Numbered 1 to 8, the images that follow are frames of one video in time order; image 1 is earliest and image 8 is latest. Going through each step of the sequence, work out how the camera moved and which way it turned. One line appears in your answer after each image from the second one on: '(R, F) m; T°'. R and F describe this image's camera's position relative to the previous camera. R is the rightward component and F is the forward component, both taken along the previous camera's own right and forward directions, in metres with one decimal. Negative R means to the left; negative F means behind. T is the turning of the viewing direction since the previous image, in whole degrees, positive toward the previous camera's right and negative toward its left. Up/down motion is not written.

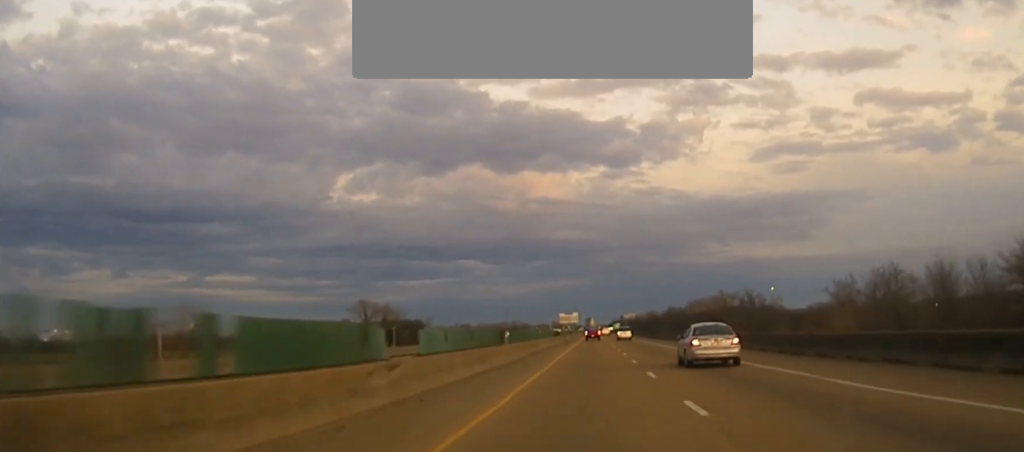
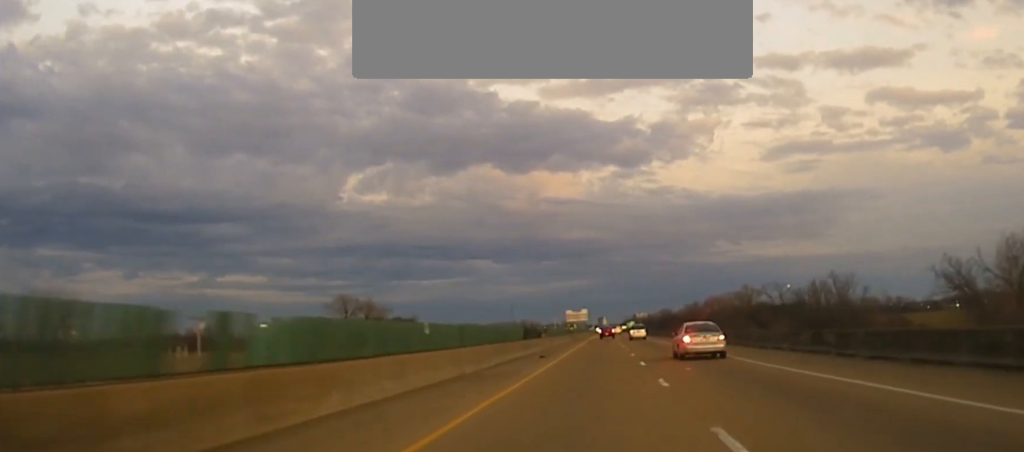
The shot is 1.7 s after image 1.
(-0.3, +53.2) m; -1°
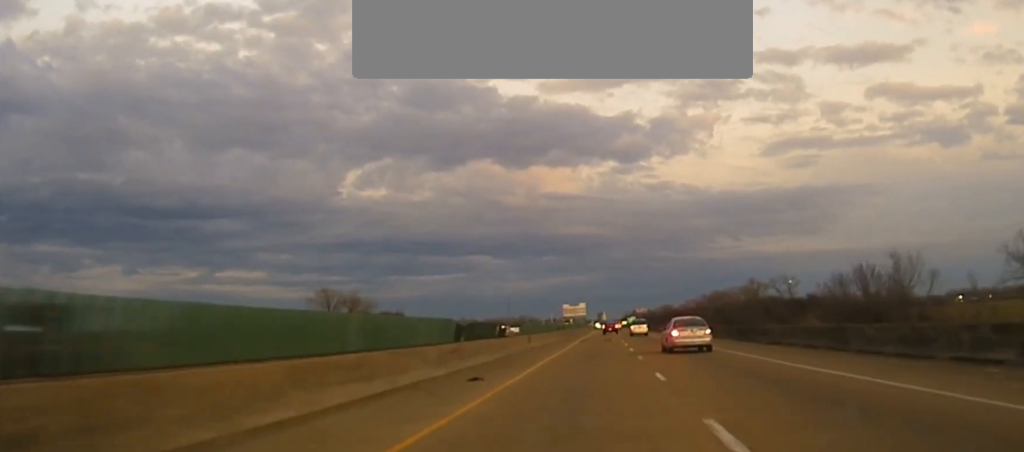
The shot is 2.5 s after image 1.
(-0.2, +23.4) m; 0°
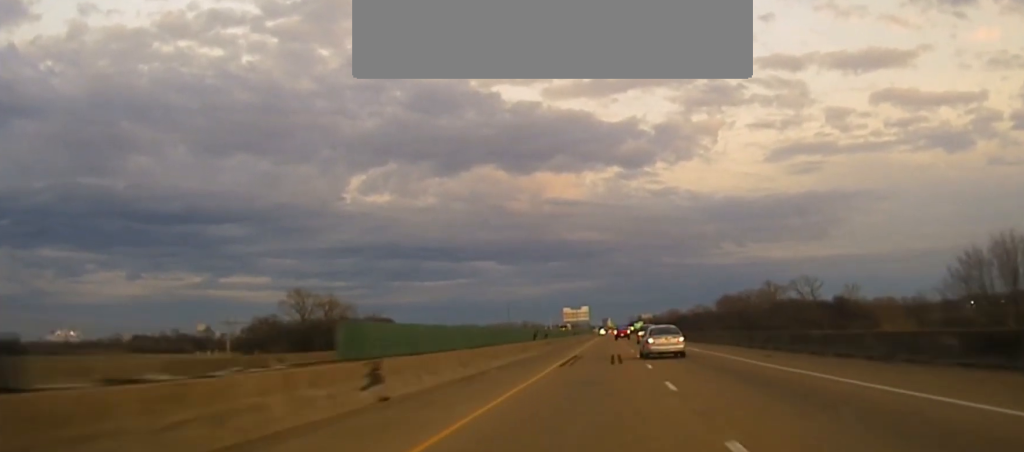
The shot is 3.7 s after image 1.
(+0.3, +40.1) m; 0°
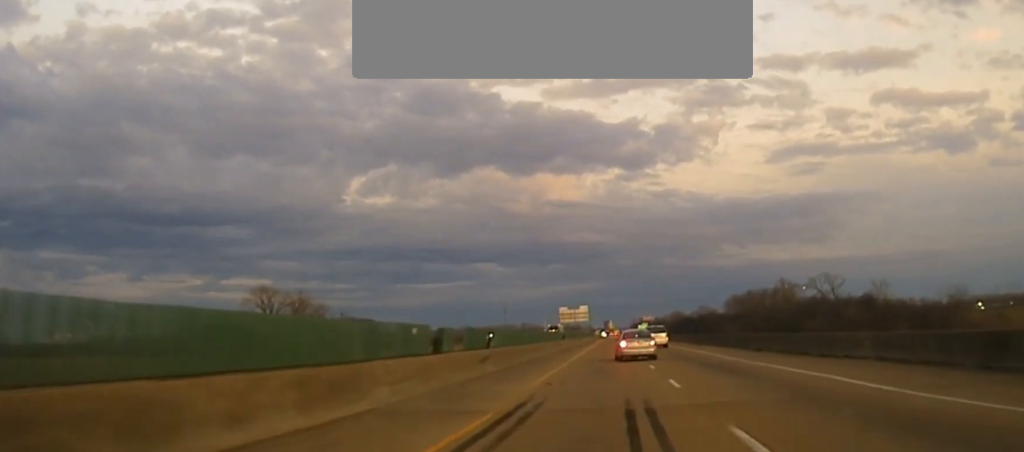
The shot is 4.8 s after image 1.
(-0.3, +35.5) m; 0°
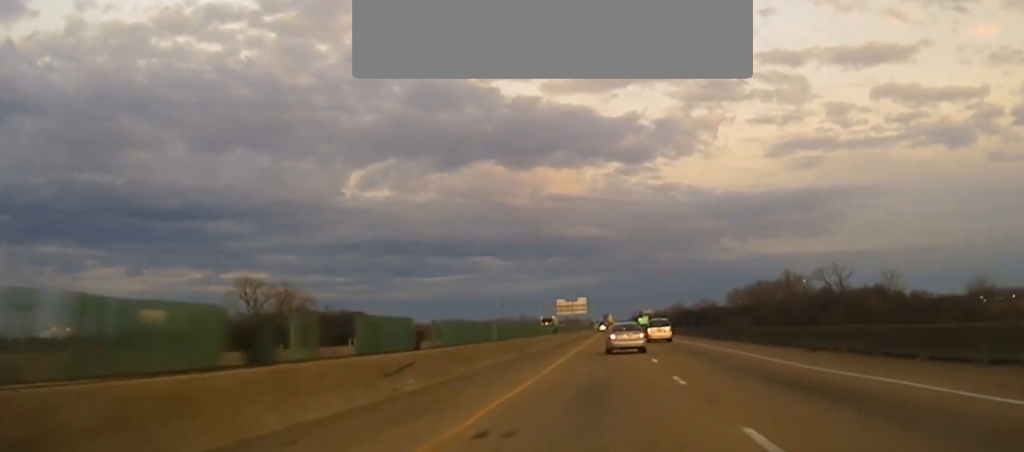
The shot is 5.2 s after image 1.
(-0.1, +13.5) m; 0°
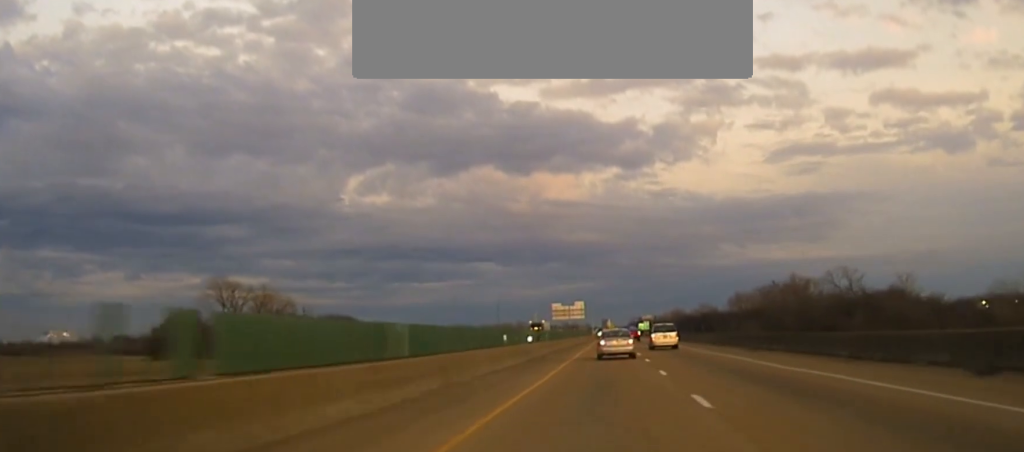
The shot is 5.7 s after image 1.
(+0.2, +17.2) m; 0°
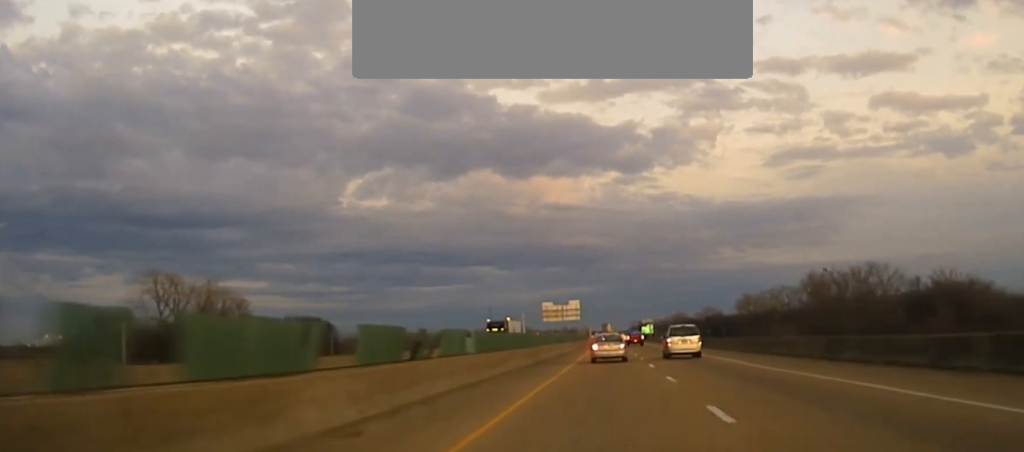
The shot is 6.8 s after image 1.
(+0.2, +39.6) m; 0°
